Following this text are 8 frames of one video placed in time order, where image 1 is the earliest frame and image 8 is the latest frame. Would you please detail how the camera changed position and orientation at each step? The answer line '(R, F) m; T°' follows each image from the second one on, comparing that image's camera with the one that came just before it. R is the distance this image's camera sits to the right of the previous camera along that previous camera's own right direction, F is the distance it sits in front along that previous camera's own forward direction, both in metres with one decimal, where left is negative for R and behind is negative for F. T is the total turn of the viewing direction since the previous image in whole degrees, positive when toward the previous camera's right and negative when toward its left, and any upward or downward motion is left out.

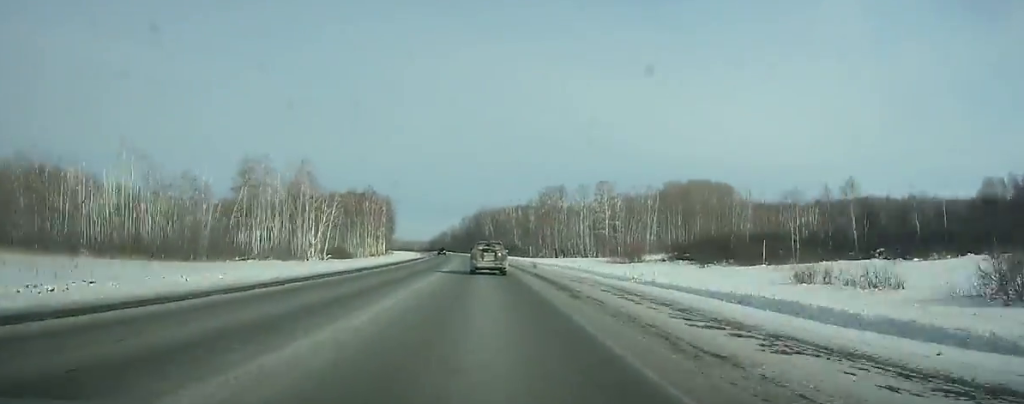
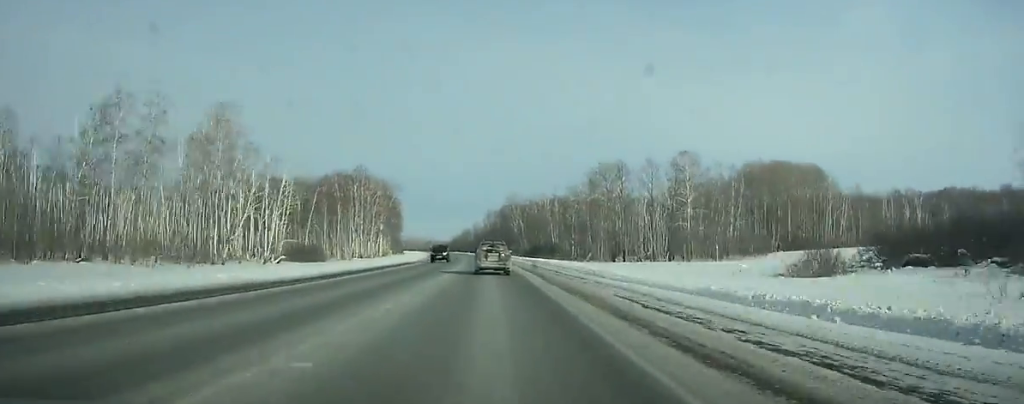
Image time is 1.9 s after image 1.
(-1.2, +46.9) m; -2°
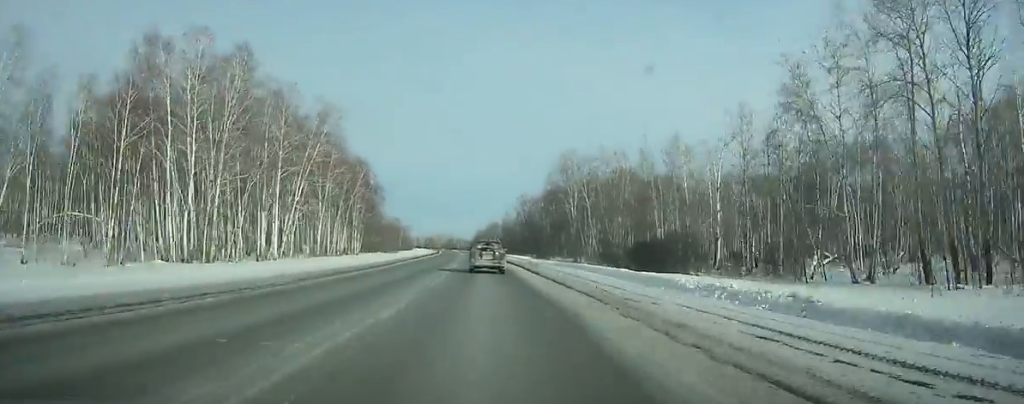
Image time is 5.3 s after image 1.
(-2.5, +83.9) m; -3°
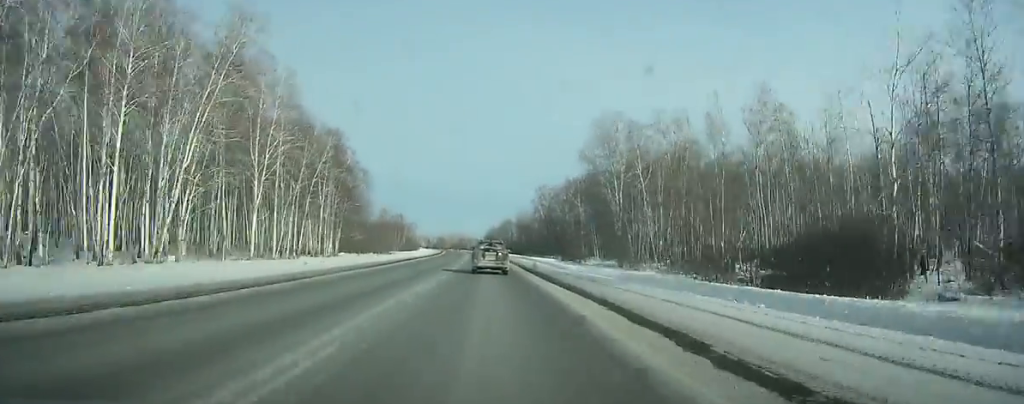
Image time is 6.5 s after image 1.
(+0.1, +29.6) m; -1°
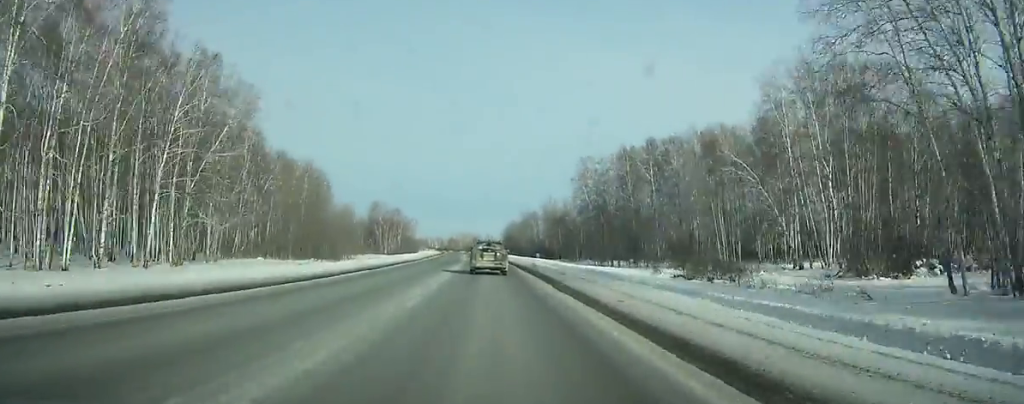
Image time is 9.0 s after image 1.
(-1.1, +61.7) m; -2°
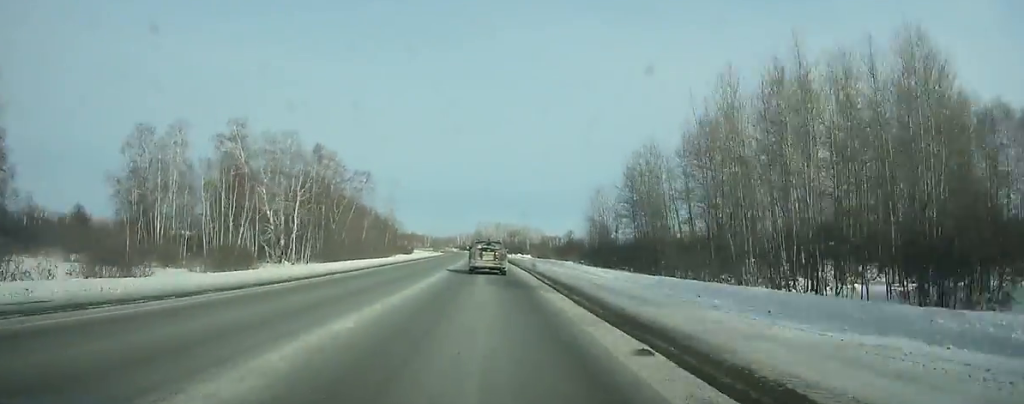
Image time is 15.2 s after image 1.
(-5.0, +152.1) m; -3°
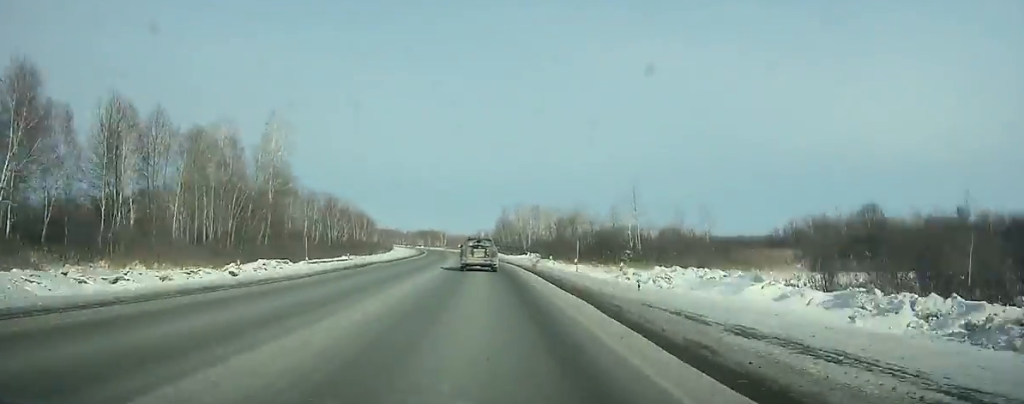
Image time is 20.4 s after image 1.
(-3.0, +127.3) m; -3°
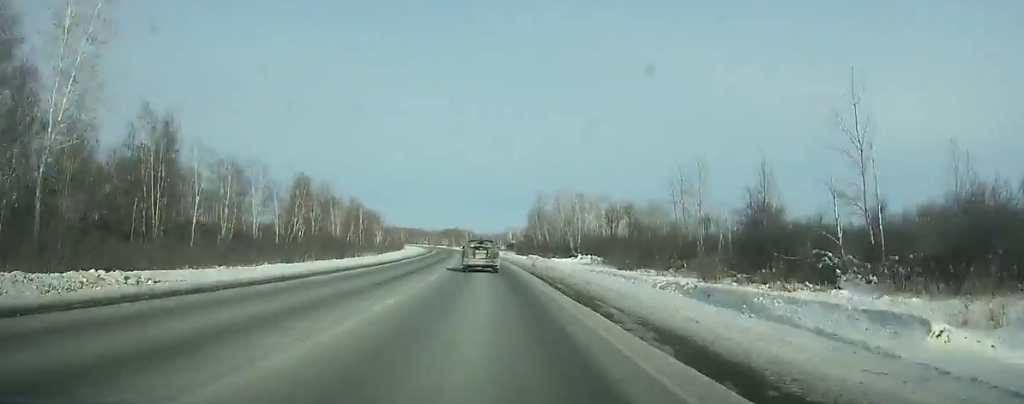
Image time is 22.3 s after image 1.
(-0.6, +46.4) m; -2°
